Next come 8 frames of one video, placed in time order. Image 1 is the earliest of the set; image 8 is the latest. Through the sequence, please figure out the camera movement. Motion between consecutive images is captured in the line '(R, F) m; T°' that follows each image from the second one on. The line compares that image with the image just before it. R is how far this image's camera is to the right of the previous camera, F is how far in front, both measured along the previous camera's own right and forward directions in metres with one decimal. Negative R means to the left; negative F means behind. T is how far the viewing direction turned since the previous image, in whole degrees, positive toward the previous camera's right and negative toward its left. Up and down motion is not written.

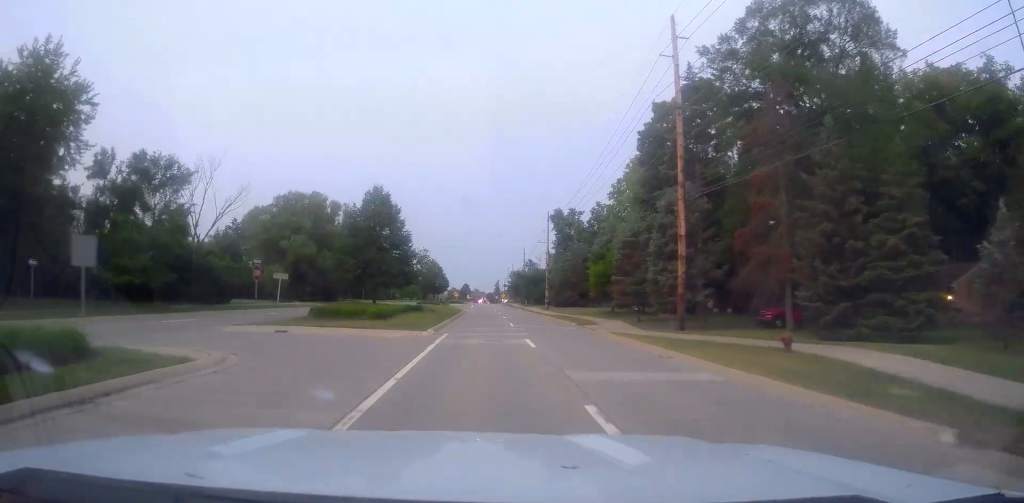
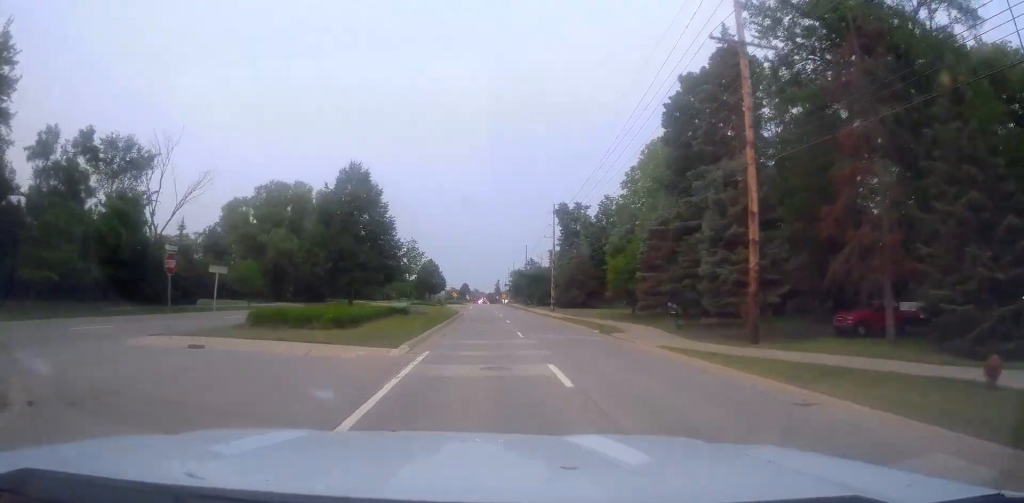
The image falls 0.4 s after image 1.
(+0.2, +8.4) m; 0°
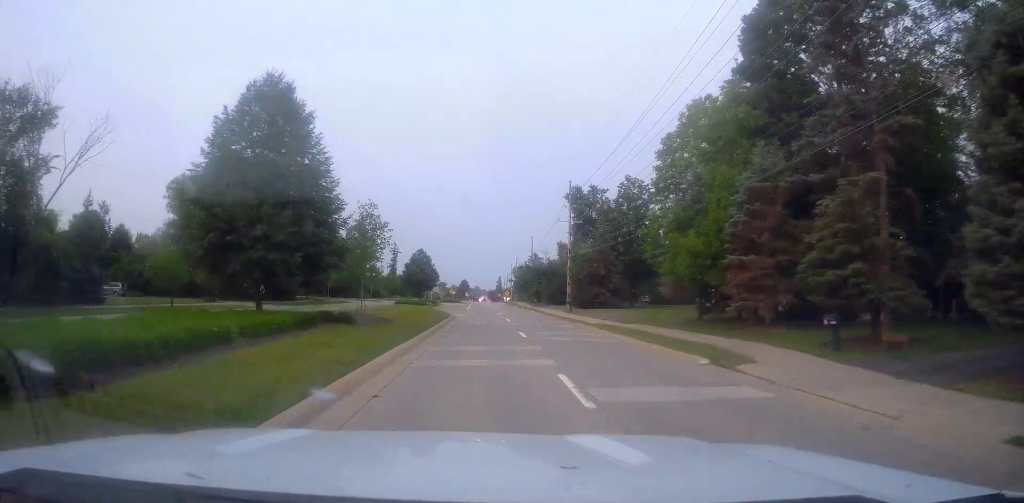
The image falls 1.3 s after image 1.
(-0.3, +16.2) m; -2°
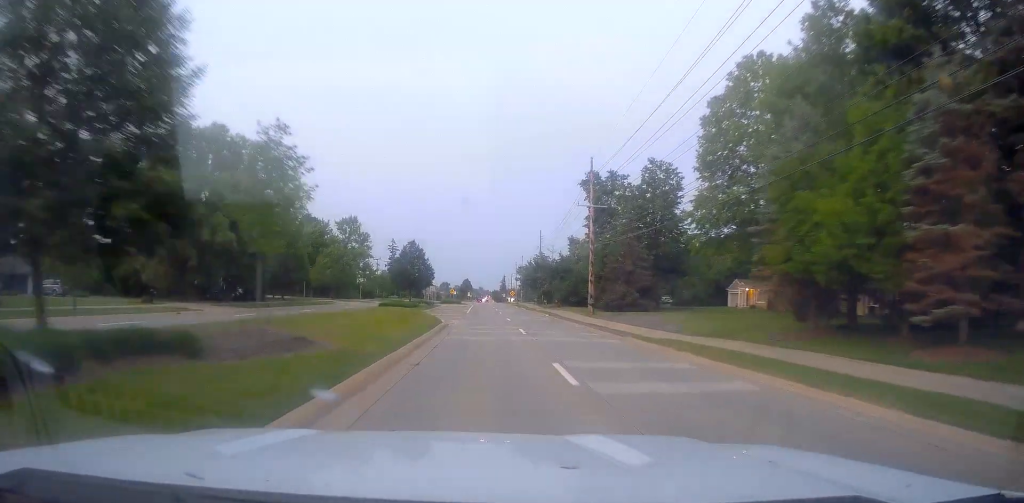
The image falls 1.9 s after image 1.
(-0.2, +13.0) m; 0°
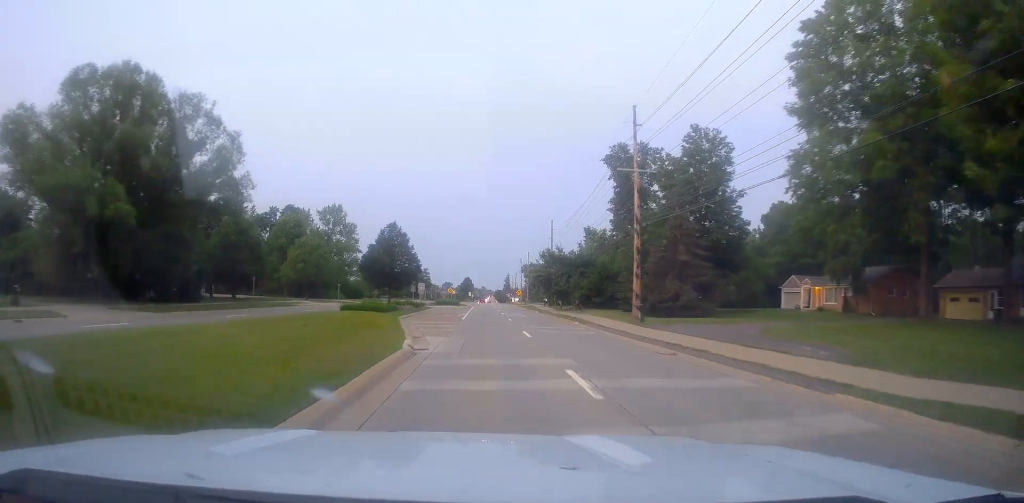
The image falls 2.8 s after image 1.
(+0.1, +17.0) m; +1°
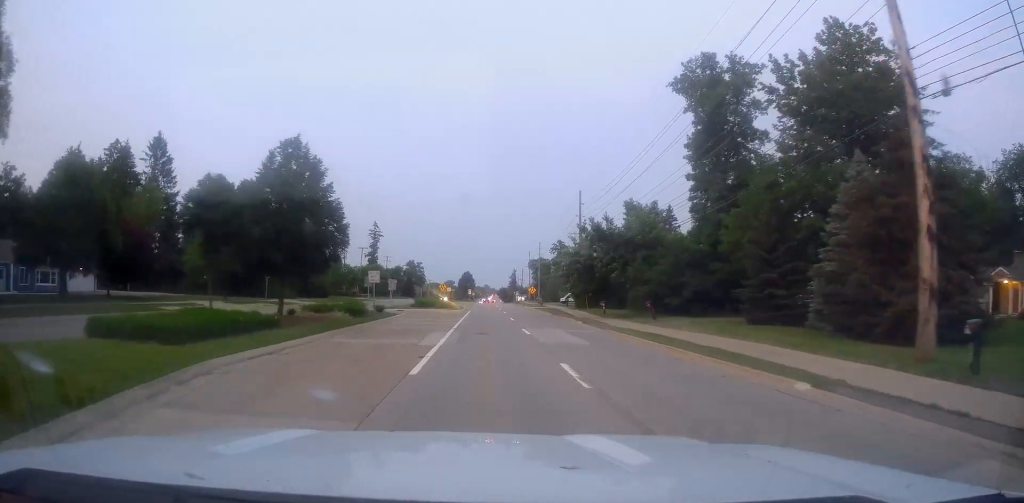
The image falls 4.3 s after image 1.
(+0.2, +29.7) m; +1°
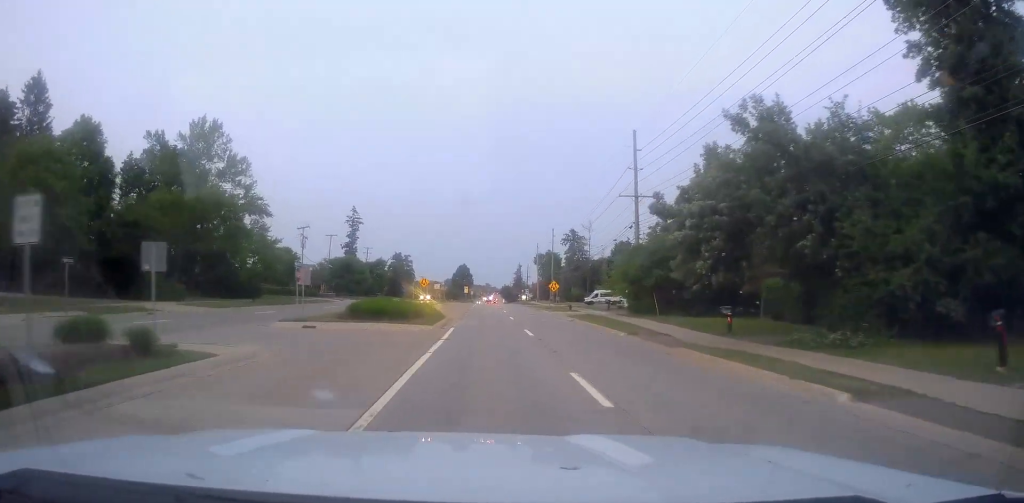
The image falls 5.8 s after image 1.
(-0.2, +30.6) m; -2°
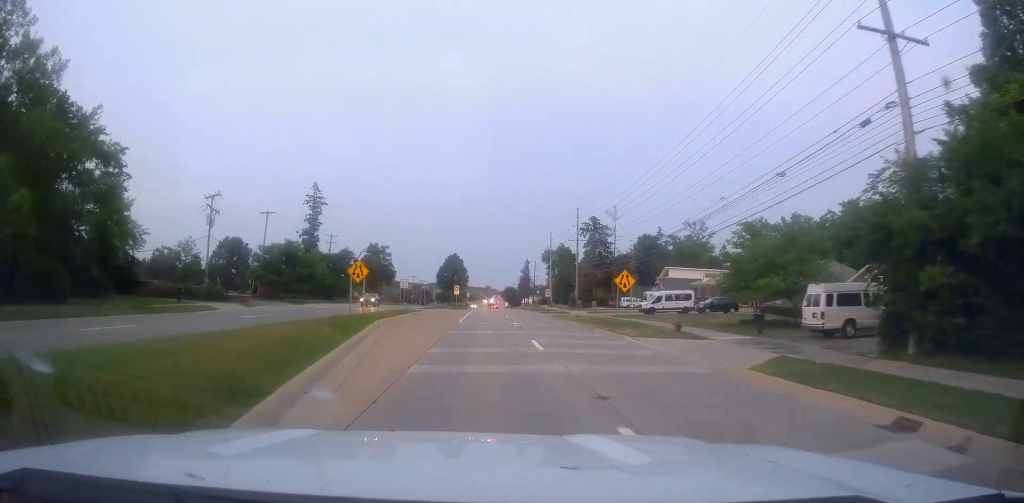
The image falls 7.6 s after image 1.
(-0.6, +35.5) m; 0°
